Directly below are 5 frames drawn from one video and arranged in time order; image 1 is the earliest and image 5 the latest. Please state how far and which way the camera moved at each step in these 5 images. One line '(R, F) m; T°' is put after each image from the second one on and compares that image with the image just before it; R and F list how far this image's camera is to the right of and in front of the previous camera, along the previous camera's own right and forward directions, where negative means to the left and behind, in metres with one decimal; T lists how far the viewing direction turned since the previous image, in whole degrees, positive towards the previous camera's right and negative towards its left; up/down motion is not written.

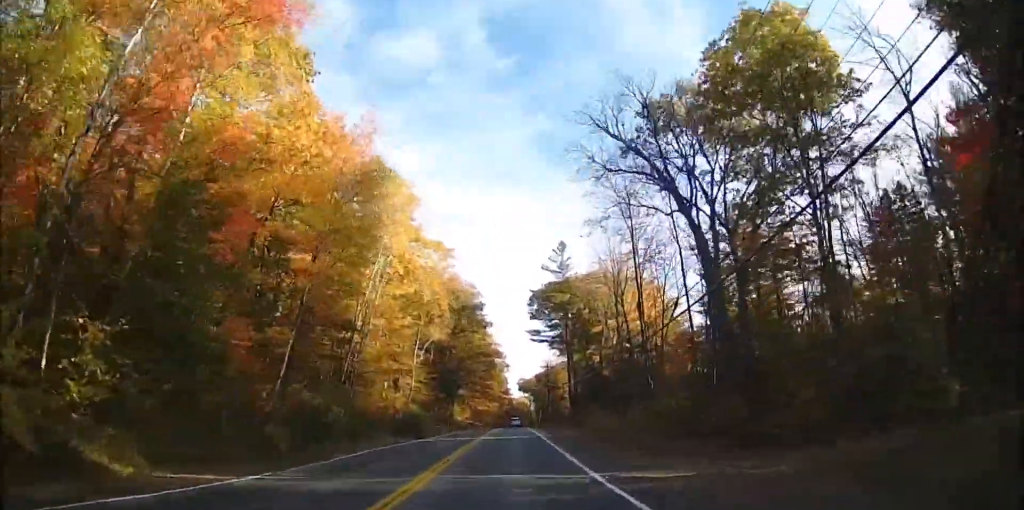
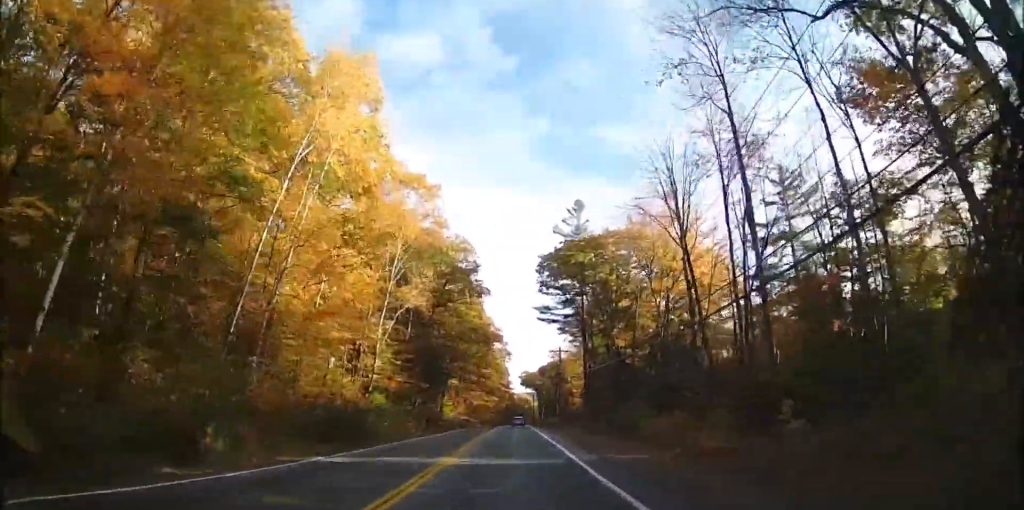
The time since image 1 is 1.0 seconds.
(0.0, +18.4) m; 0°
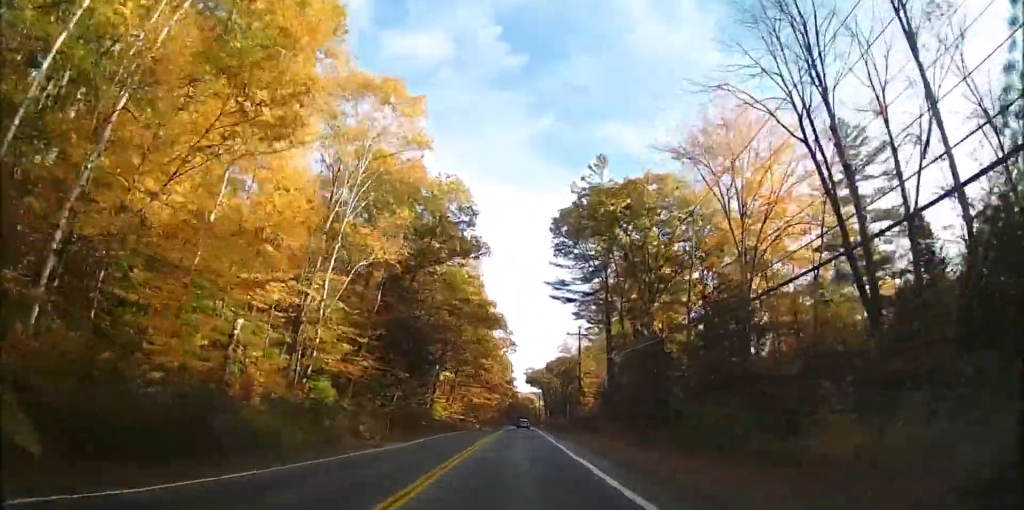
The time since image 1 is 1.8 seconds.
(+0.1, +15.3) m; +1°
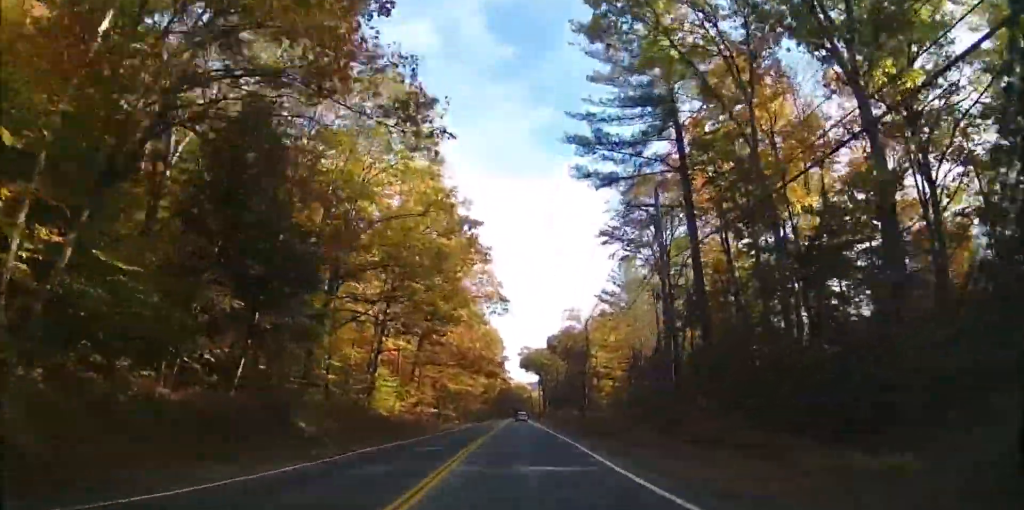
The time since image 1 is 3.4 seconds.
(+1.0, +31.4) m; +2°
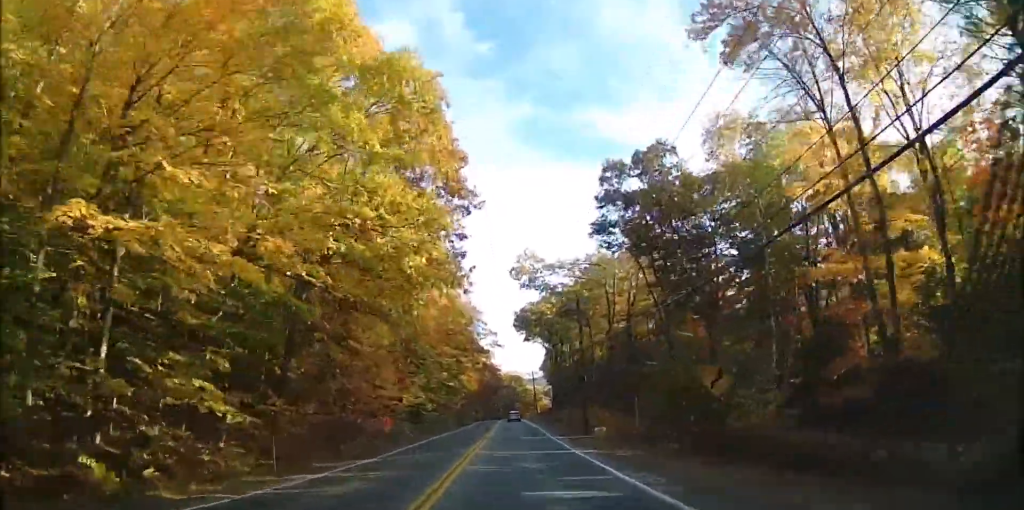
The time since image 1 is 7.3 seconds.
(-0.5, +74.4) m; 0°
